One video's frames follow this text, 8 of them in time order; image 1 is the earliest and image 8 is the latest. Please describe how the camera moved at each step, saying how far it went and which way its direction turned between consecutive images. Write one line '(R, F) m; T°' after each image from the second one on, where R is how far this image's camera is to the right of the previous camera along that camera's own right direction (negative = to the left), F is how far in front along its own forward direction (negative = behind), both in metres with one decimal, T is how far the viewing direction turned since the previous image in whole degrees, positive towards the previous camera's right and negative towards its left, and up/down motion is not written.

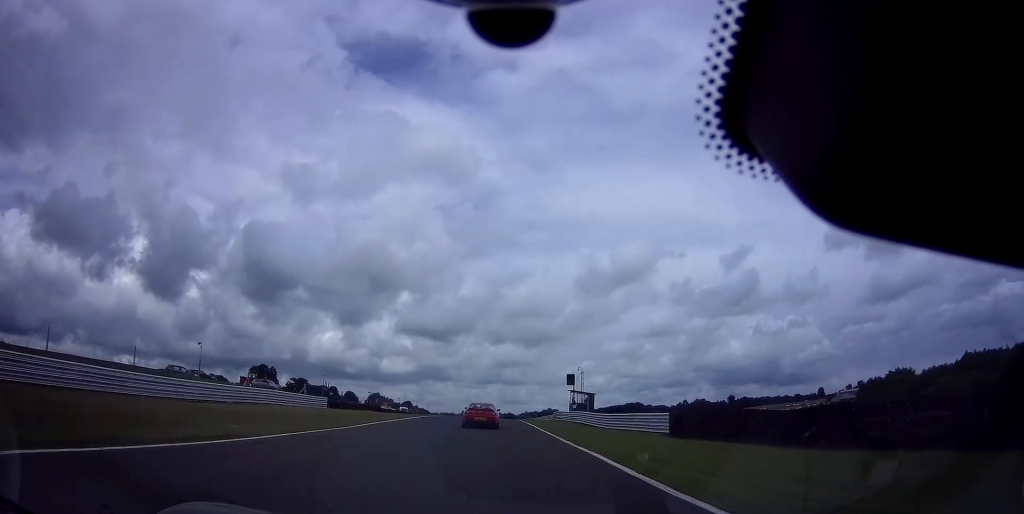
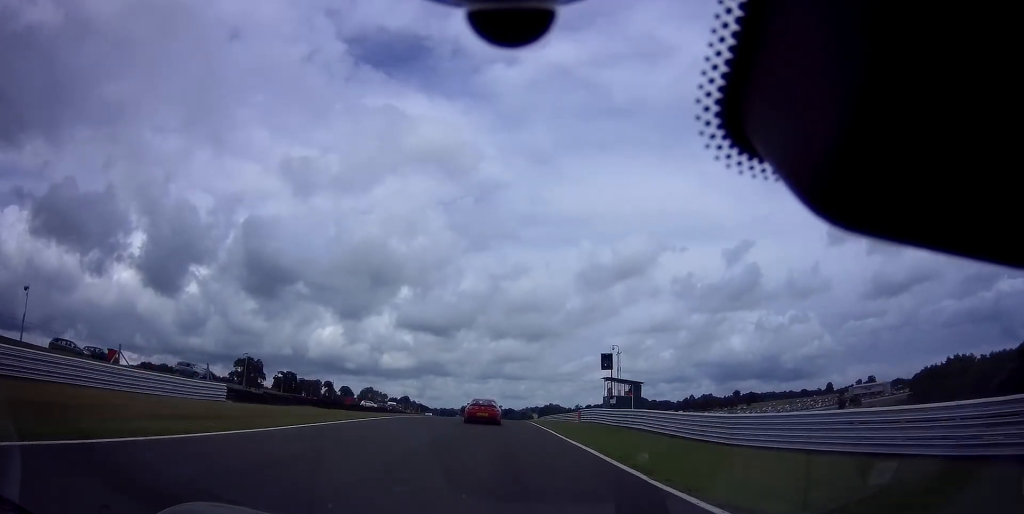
(-0.1, +19.8) m; 0°
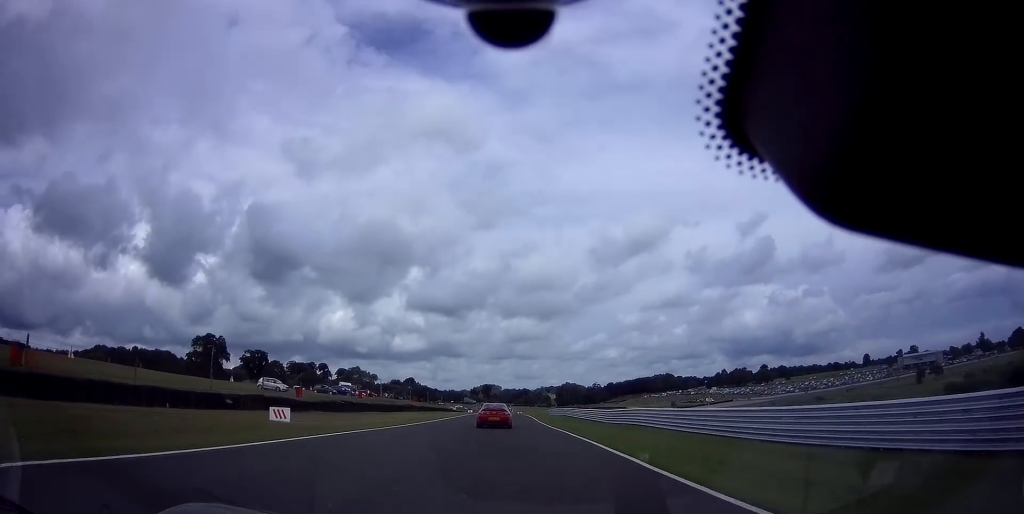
(-0.3, +54.3) m; -1°
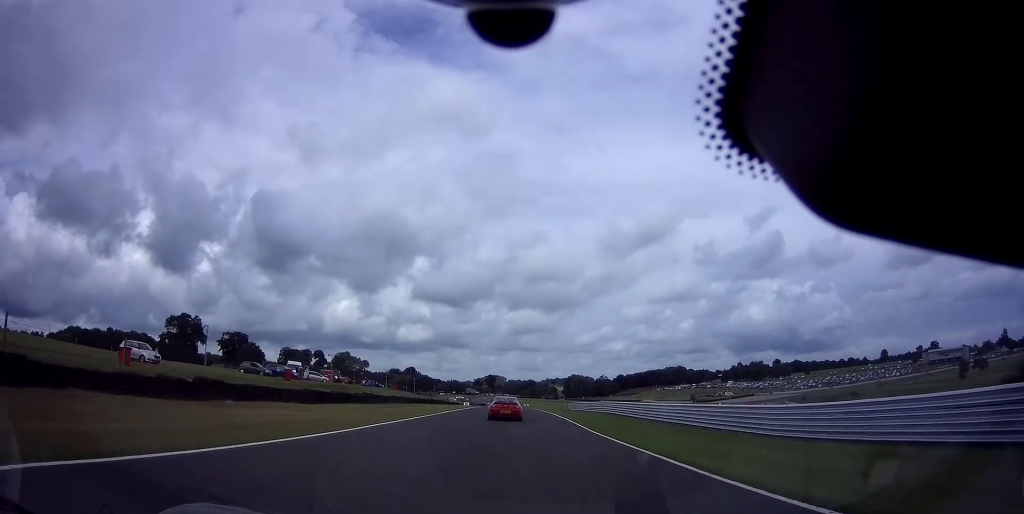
(-0.1, +25.4) m; -1°
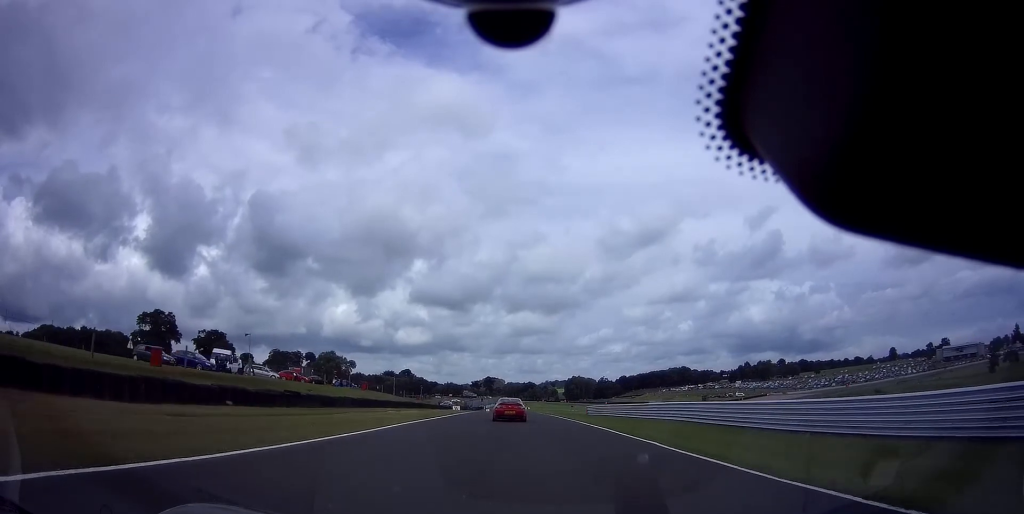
(-0.1, +18.1) m; 0°
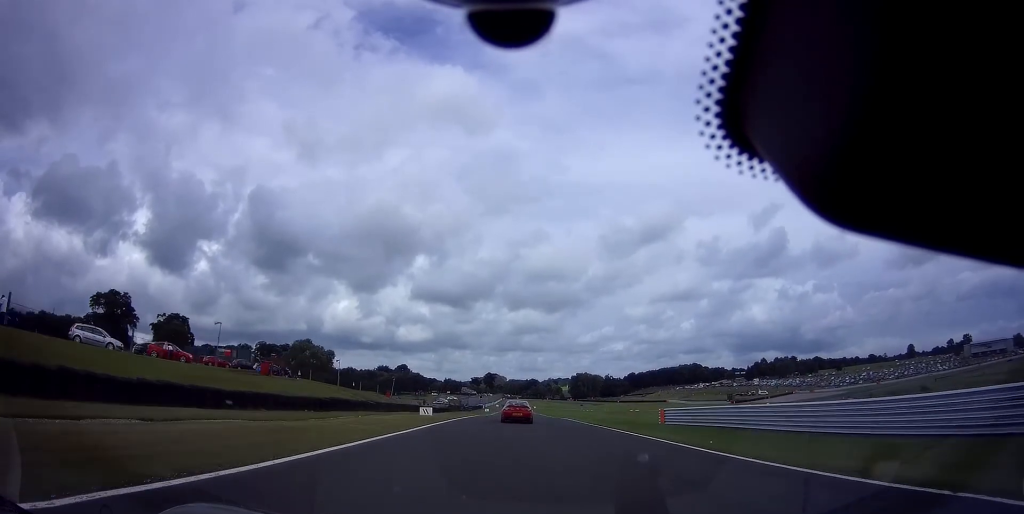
(-0.1, +28.5) m; 0°
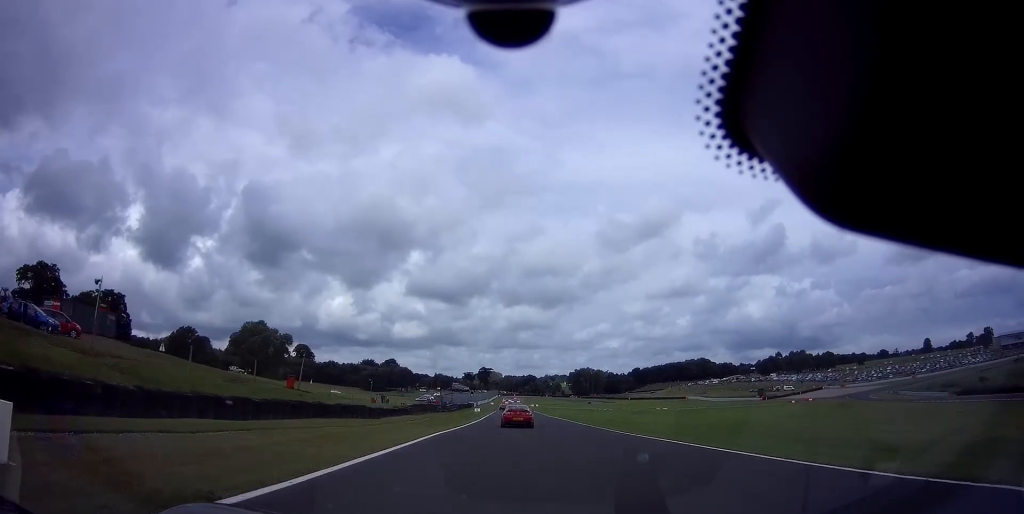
(0.0, +32.3) m; 0°
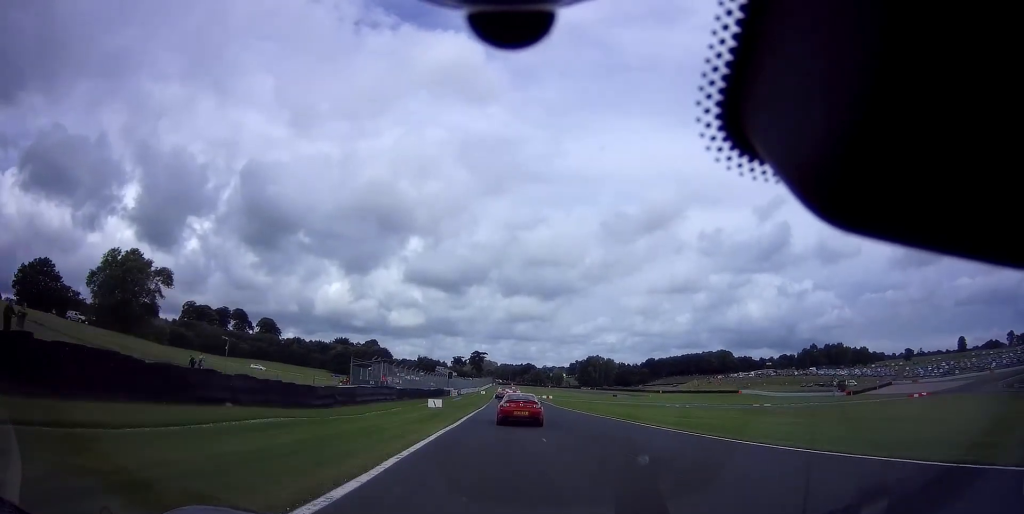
(+0.3, +51.7) m; +1°
